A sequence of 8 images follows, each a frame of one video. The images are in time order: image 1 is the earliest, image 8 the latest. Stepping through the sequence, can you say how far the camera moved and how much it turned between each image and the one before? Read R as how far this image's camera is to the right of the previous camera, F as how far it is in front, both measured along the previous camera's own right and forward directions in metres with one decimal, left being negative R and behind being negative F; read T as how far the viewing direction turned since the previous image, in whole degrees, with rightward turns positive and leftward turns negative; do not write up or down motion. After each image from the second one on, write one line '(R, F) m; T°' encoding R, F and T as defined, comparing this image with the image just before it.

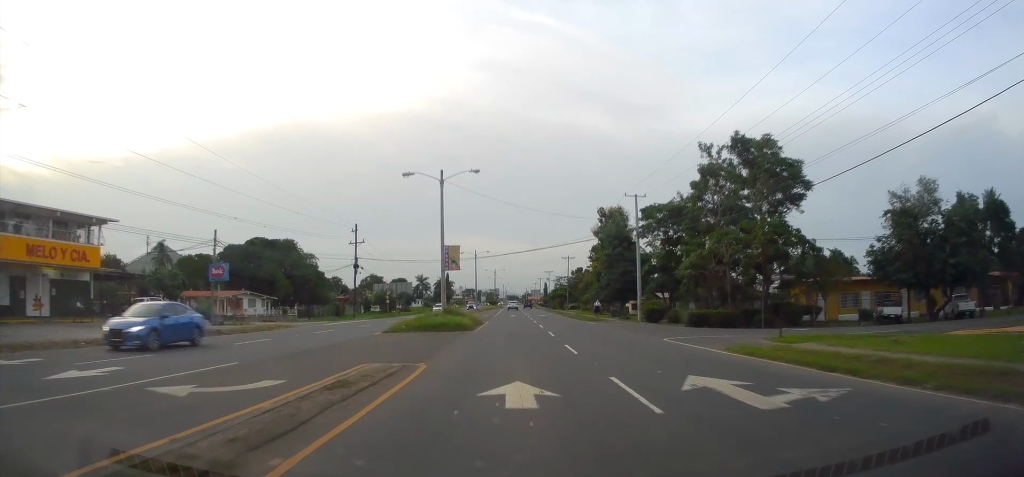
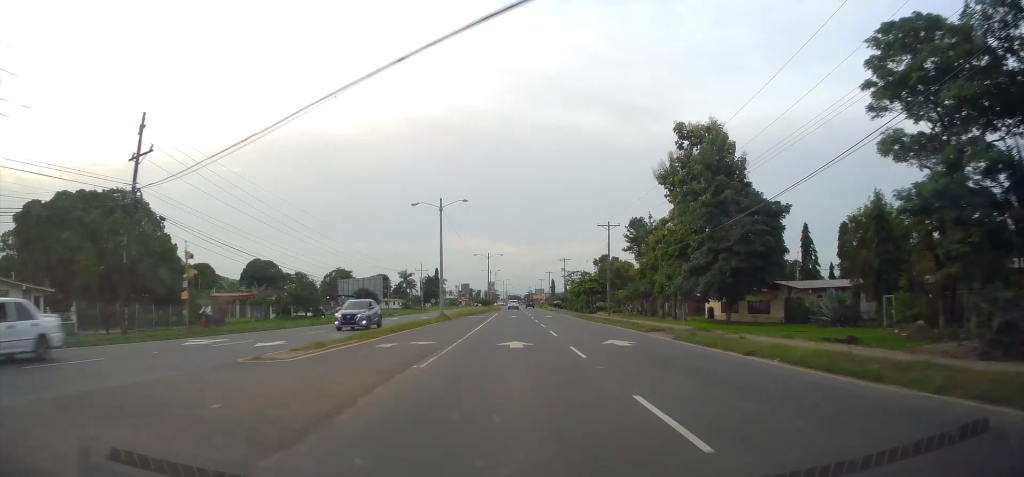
(-0.5, +44.8) m; -1°
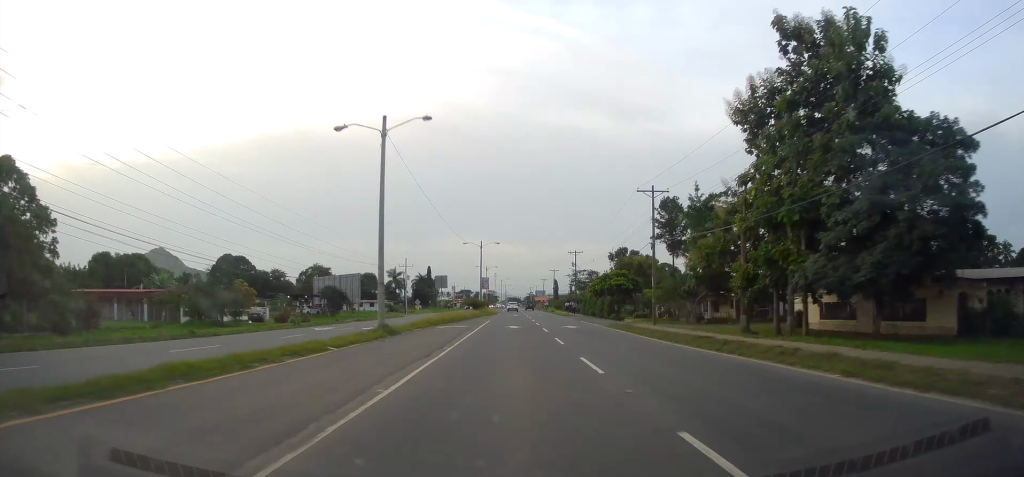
(0.0, +20.6) m; 0°
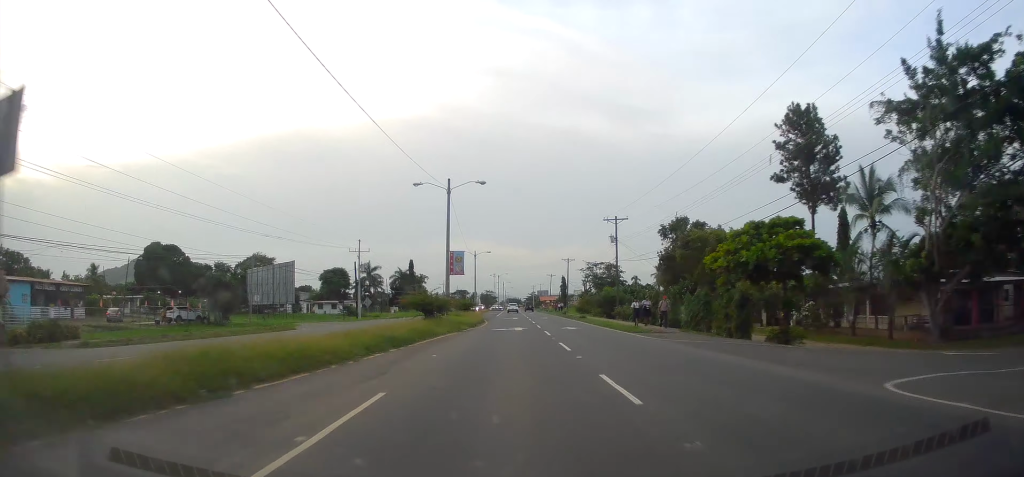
(0.0, +37.7) m; 0°
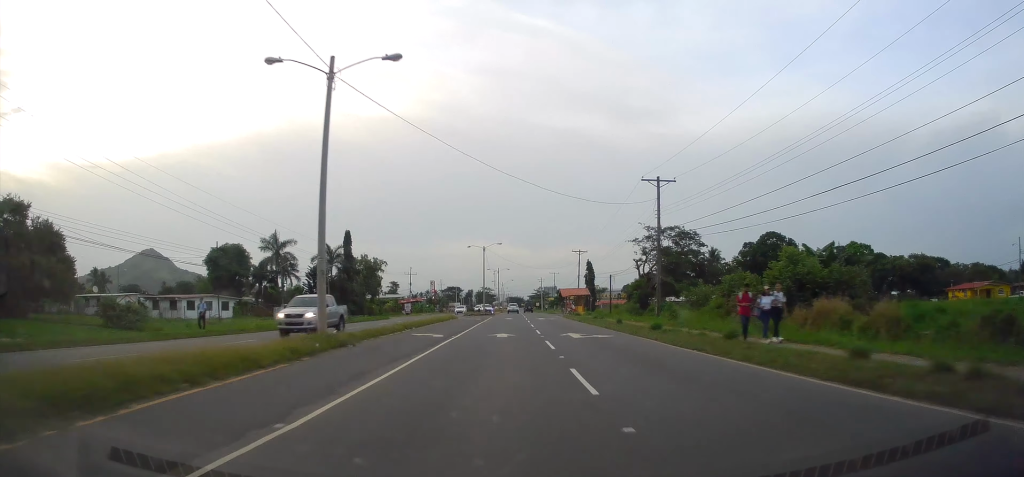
(+0.2, +69.9) m; 0°
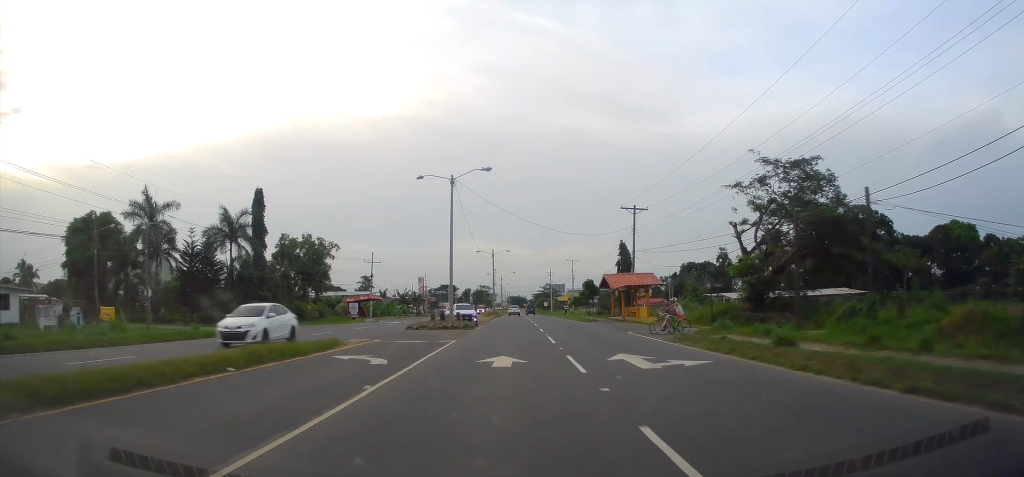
(-0.2, +41.0) m; 0°
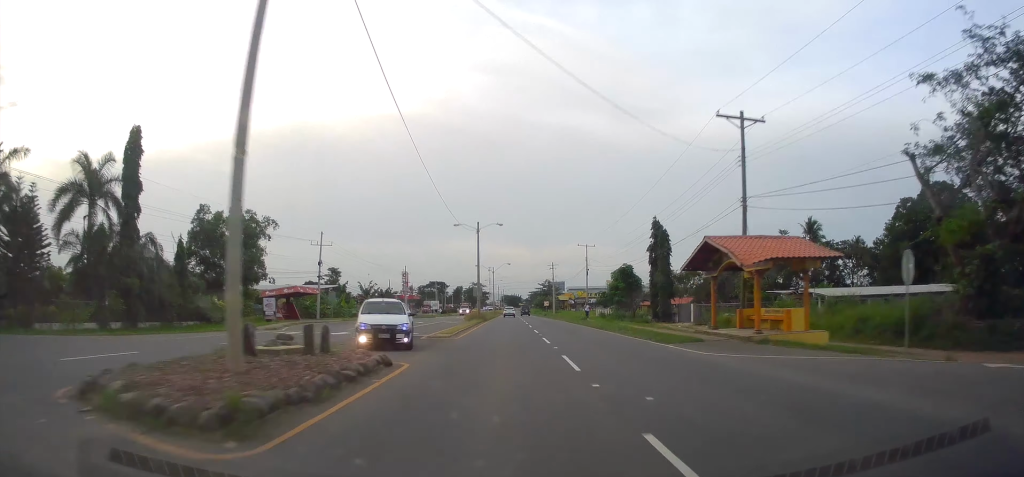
(0.0, +25.7) m; 0°
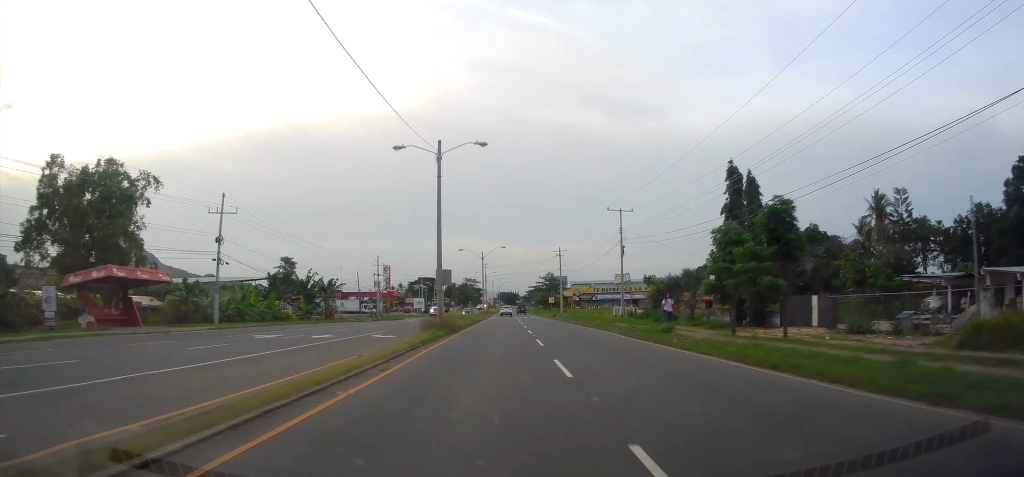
(0.0, +27.5) m; 0°
